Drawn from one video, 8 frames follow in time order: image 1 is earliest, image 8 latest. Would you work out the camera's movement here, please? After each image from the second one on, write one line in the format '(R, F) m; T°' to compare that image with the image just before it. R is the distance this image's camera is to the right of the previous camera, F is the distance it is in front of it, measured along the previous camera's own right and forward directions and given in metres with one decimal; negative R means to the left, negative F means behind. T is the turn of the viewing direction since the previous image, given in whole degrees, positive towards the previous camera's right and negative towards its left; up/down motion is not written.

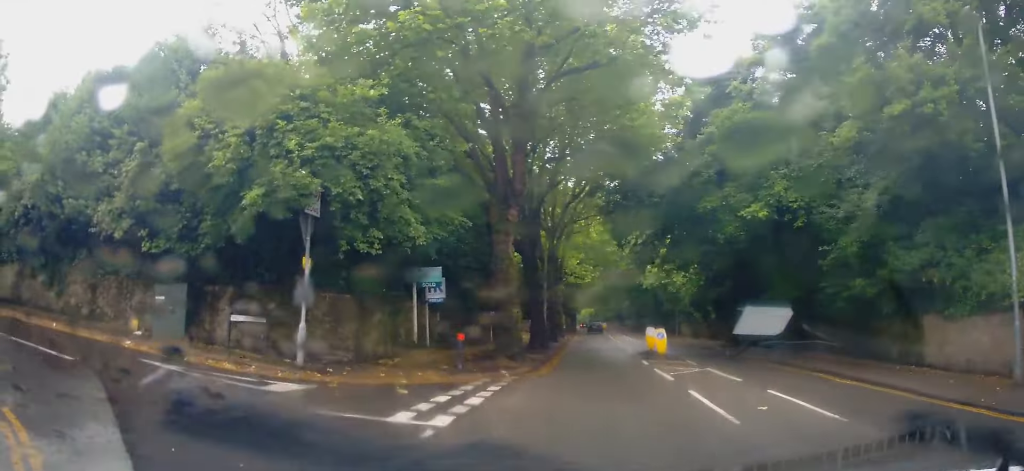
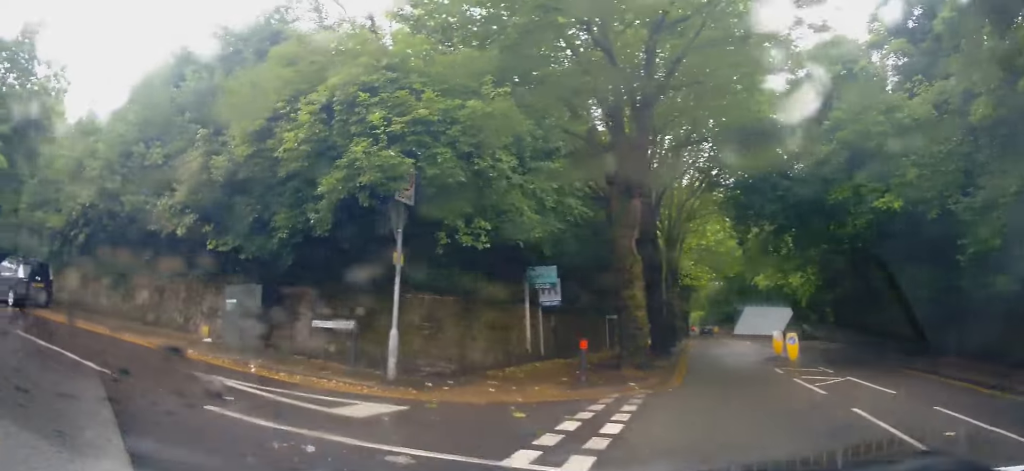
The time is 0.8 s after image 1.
(-0.2, +2.3) m; -21°
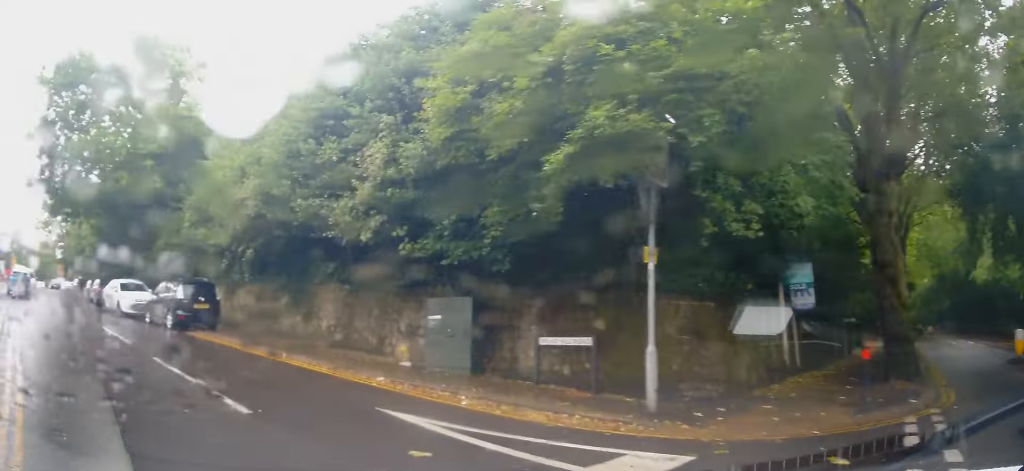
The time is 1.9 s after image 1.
(-0.8, +2.6) m; -27°
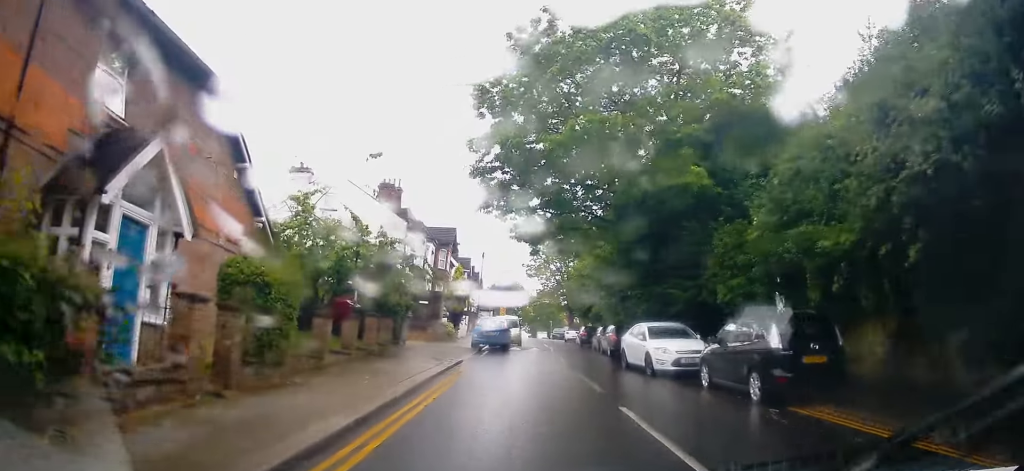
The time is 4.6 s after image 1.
(-2.7, +7.0) m; -34°
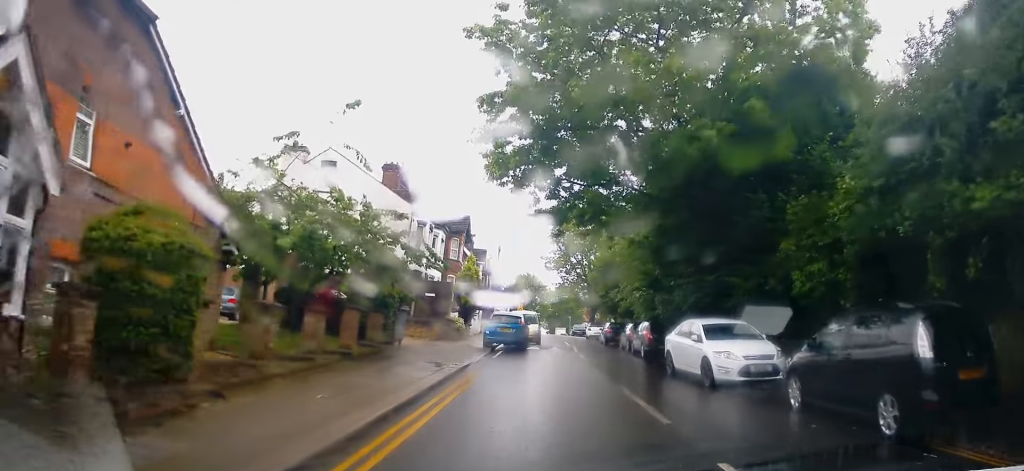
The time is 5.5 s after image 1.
(+0.1, +3.4) m; +2°
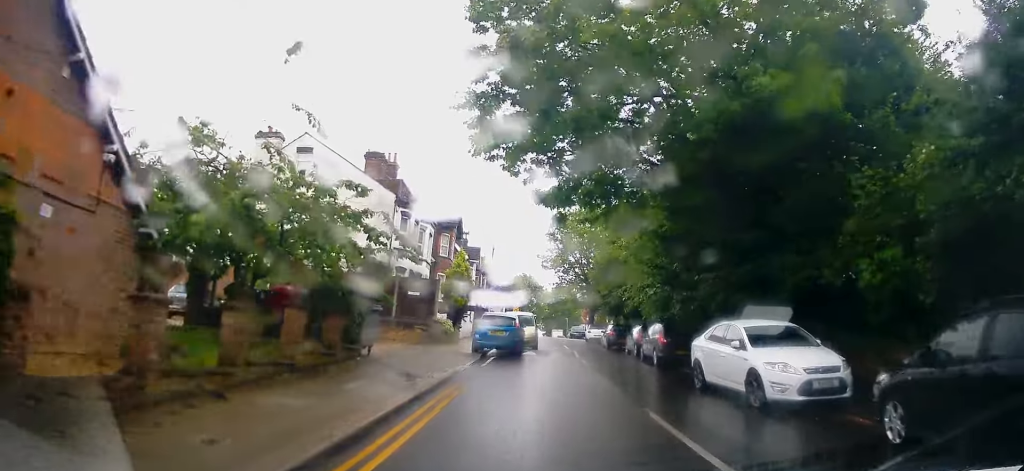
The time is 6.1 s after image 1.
(+0.1, +2.8) m; +3°
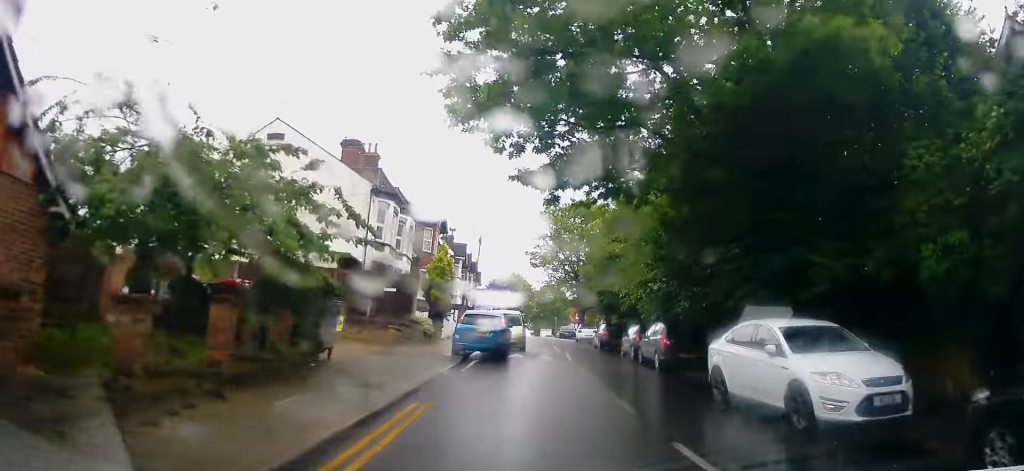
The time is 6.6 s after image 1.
(0.0, +2.0) m; +2°
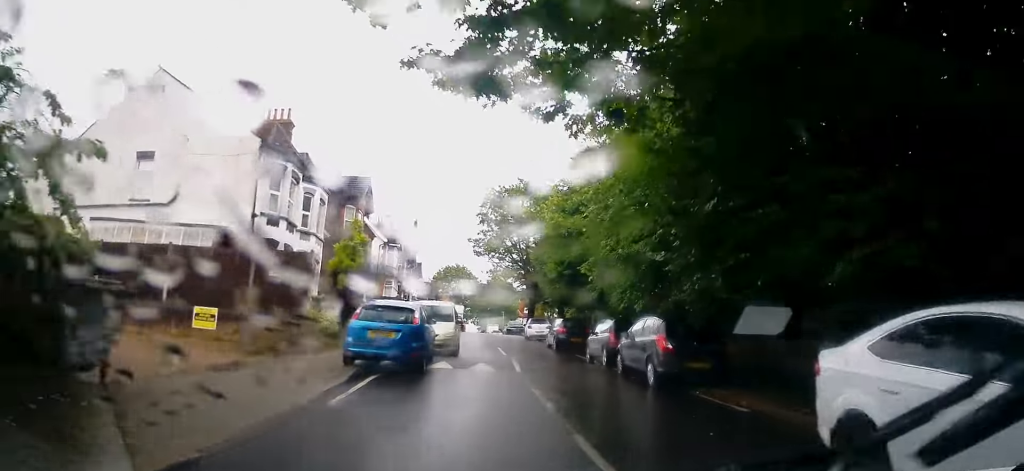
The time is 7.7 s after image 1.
(+0.3, +5.7) m; 0°
